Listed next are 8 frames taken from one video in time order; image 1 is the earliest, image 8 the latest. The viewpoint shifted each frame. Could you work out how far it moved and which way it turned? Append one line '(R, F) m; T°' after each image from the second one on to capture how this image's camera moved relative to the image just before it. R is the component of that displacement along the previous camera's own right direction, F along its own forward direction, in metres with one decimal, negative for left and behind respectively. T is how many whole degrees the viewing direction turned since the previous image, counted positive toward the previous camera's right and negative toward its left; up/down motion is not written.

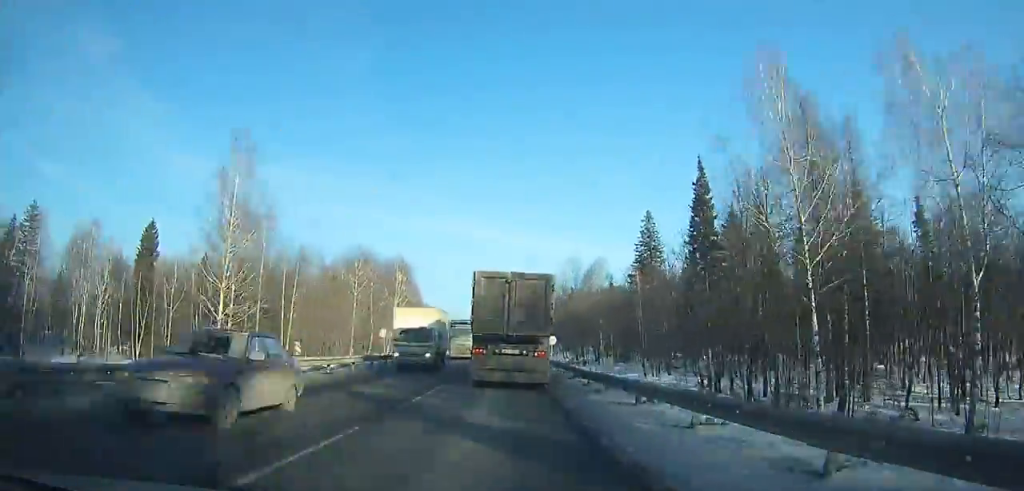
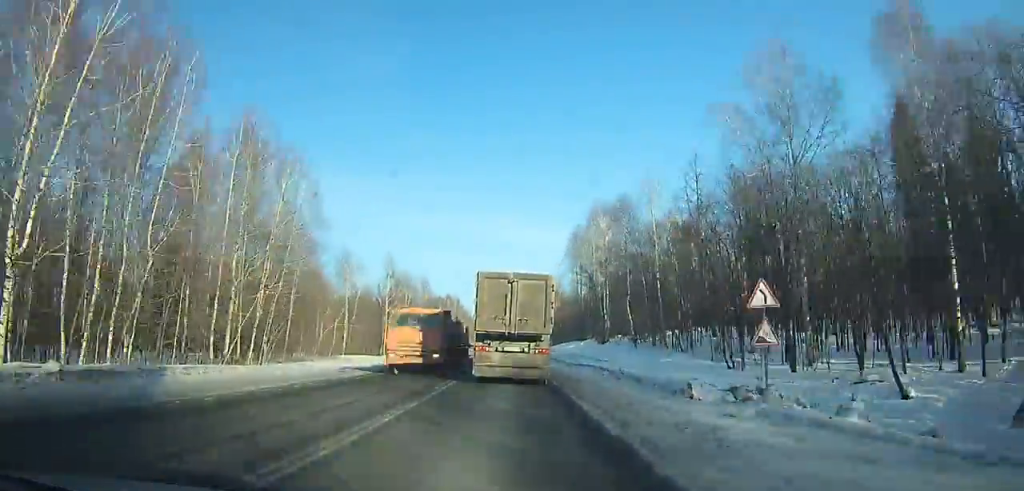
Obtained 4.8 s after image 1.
(-2.6, +91.4) m; +1°
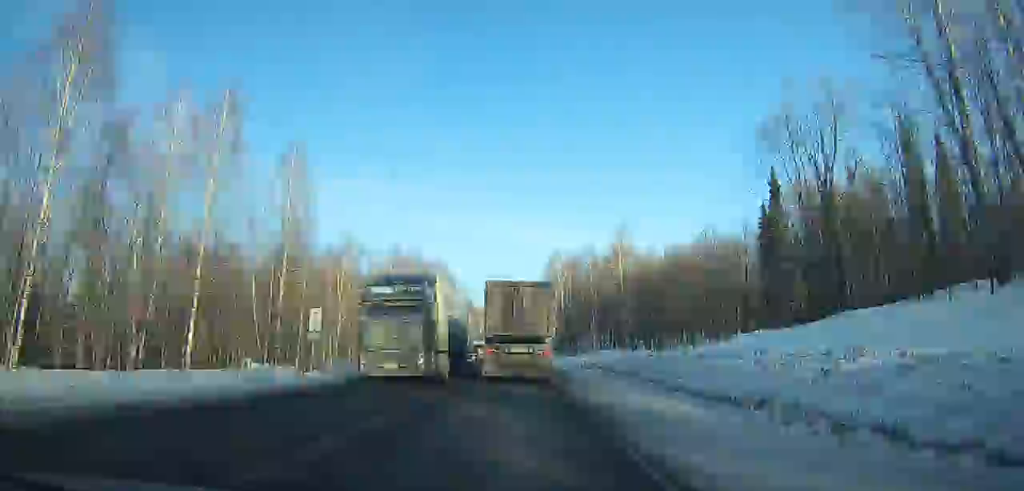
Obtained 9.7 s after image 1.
(-2.5, +95.9) m; -7°
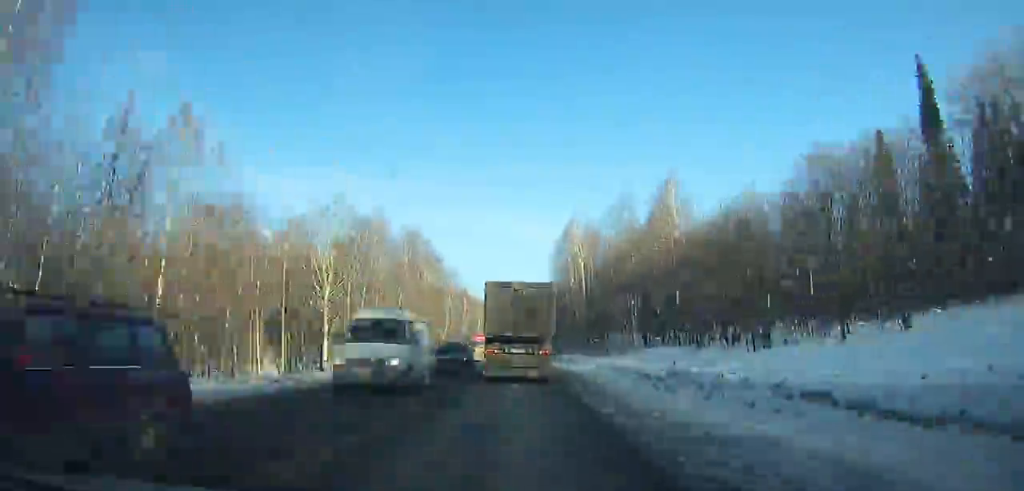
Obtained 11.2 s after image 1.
(-3.6, +30.0) m; -3°
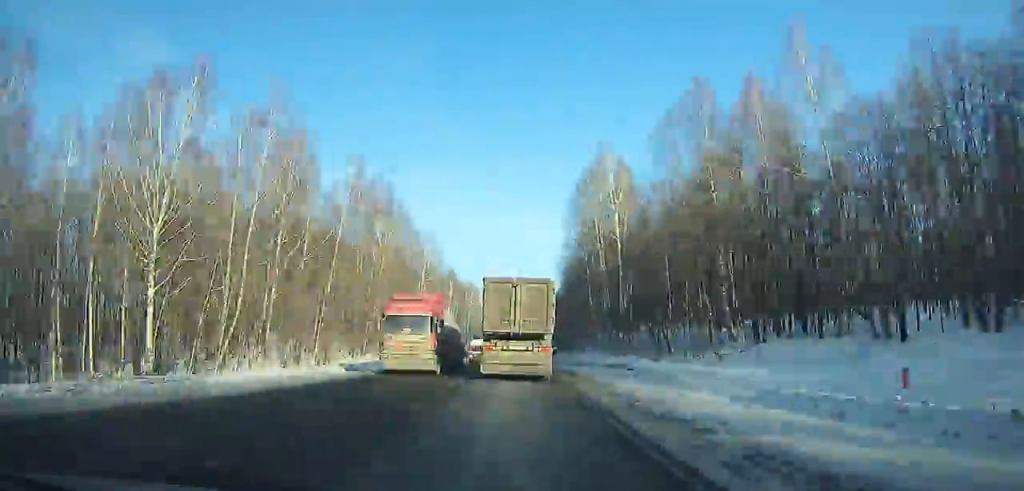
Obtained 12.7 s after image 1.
(+1.4, +29.9) m; +1°
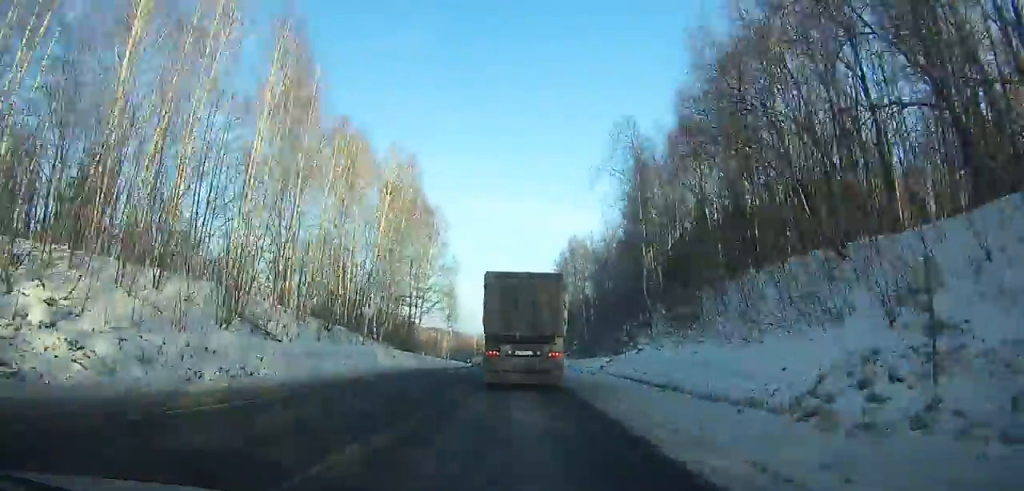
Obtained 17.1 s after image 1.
(+3.5, +86.6) m; +2°
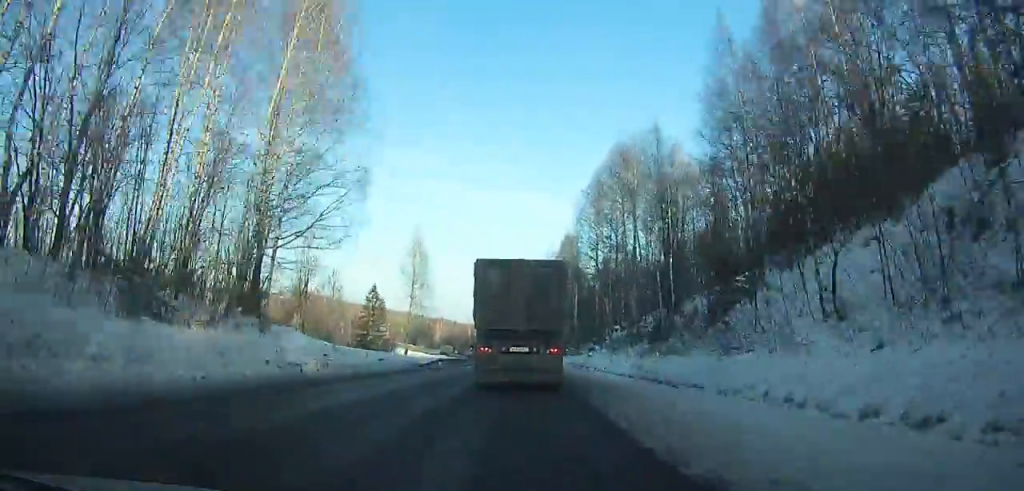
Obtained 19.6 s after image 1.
(-0.1, +48.0) m; 0°
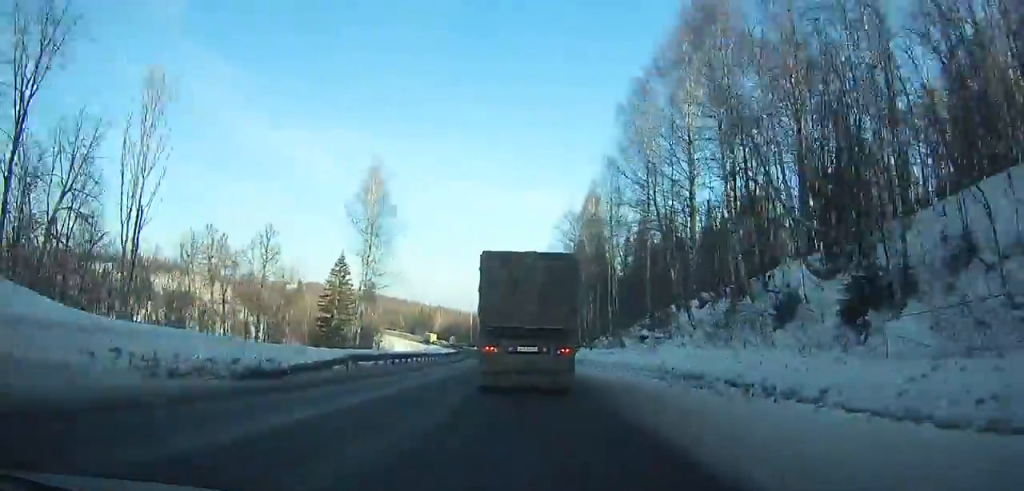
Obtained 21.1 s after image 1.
(0.0, +28.6) m; -1°
